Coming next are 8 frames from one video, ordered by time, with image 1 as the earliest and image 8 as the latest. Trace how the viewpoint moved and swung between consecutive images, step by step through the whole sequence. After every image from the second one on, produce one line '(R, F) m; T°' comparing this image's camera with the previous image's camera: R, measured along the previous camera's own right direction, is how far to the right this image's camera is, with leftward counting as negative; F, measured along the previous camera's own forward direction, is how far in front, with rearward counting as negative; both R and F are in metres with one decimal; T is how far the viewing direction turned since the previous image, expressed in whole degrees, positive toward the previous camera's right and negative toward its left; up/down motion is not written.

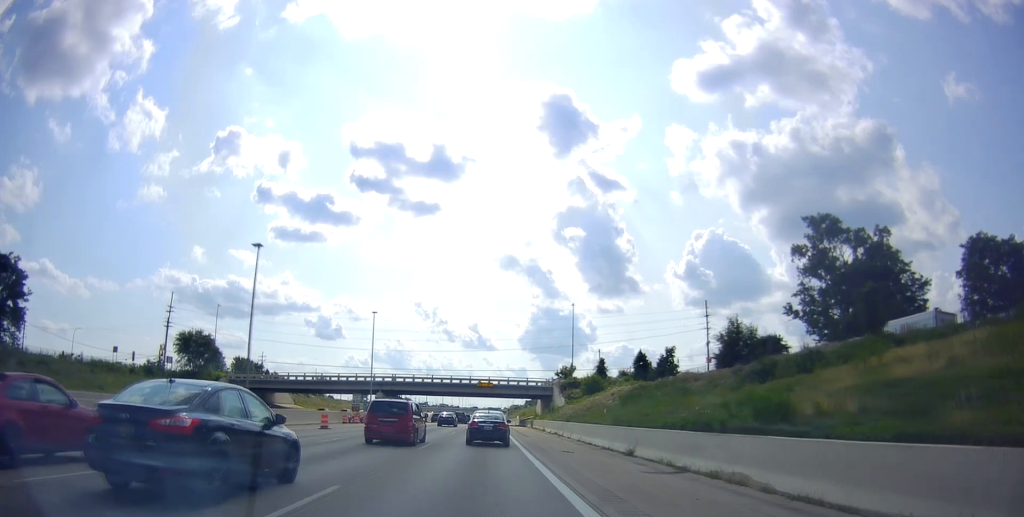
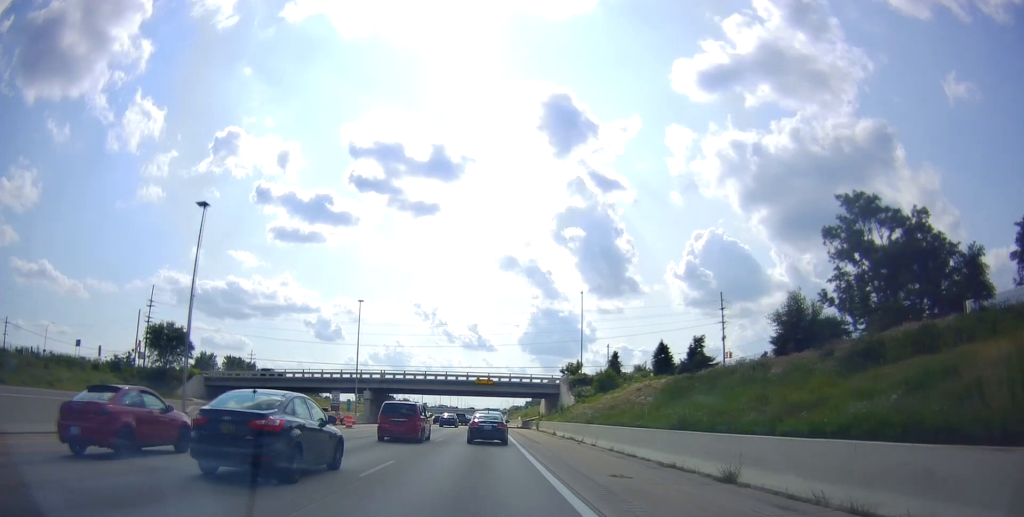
(+0.2, +9.2) m; +3°
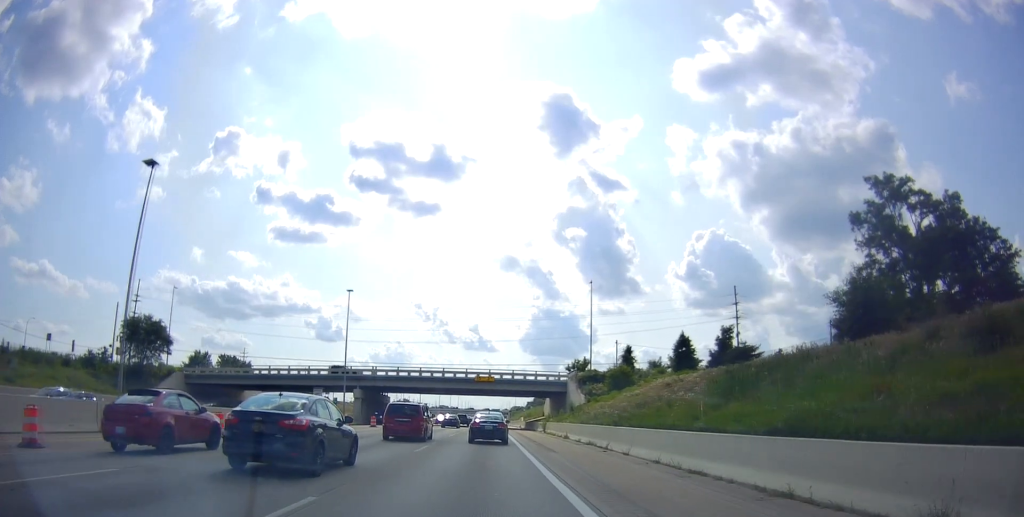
(+0.3, +6.7) m; 0°
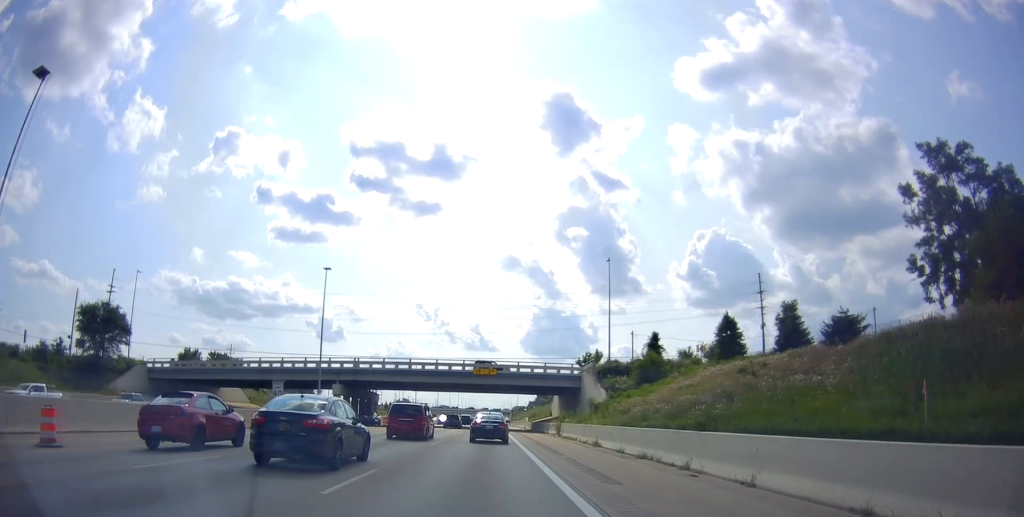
(-0.5, +10.9) m; 0°
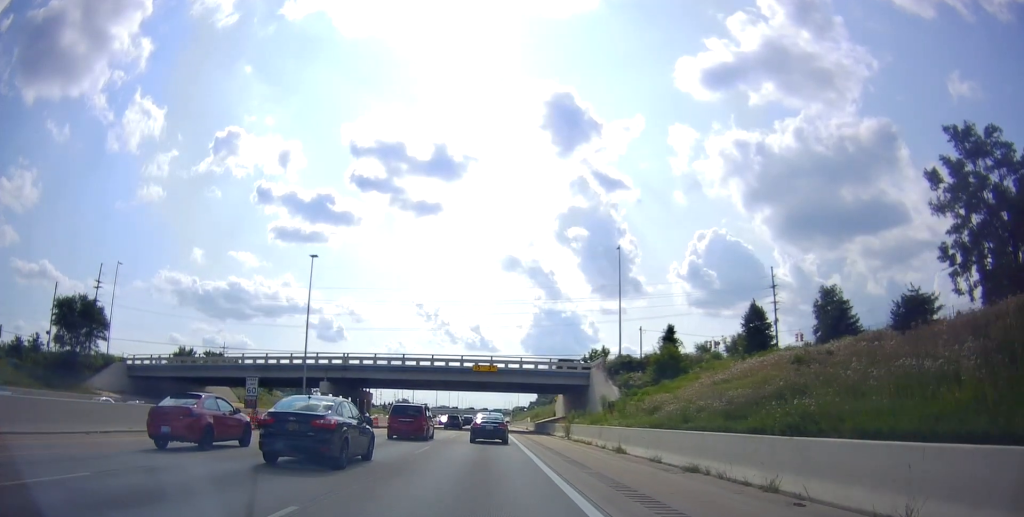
(+0.3, +5.1) m; 0°
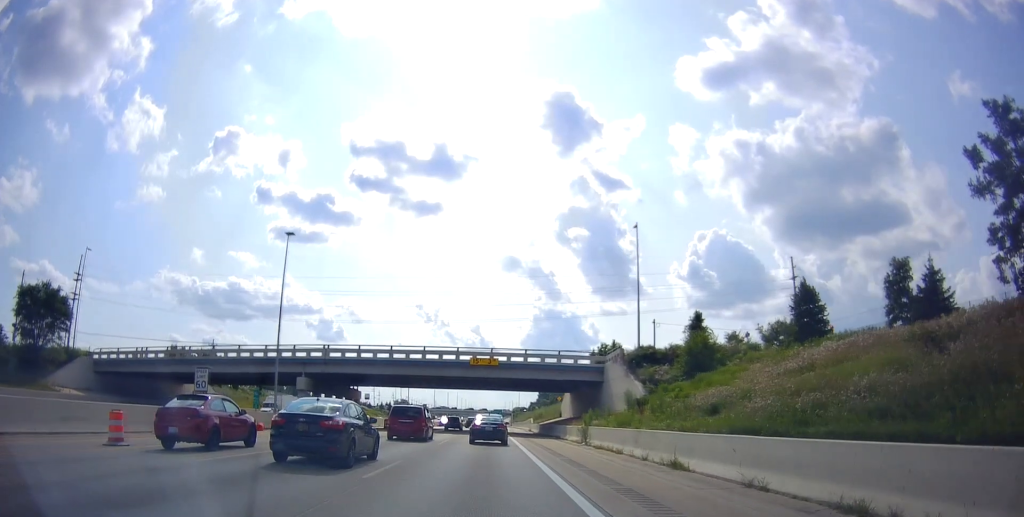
(-0.1, +7.4) m; -1°
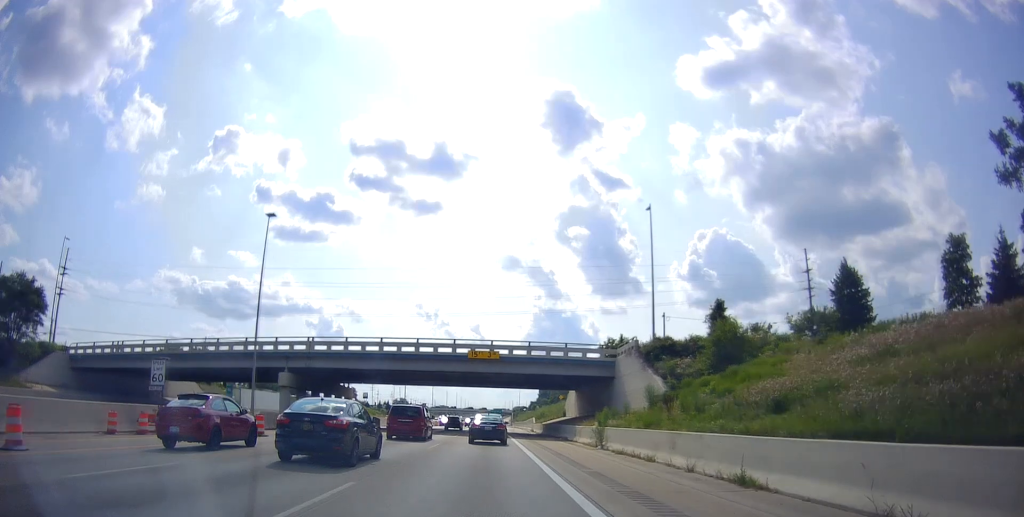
(-0.1, +4.7) m; -1°
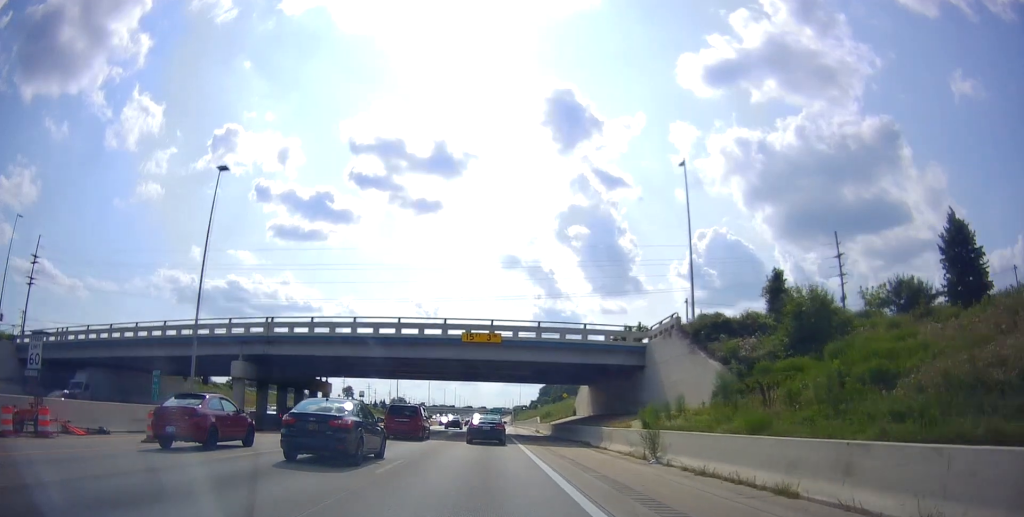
(-0.1, +9.5) m; -1°
